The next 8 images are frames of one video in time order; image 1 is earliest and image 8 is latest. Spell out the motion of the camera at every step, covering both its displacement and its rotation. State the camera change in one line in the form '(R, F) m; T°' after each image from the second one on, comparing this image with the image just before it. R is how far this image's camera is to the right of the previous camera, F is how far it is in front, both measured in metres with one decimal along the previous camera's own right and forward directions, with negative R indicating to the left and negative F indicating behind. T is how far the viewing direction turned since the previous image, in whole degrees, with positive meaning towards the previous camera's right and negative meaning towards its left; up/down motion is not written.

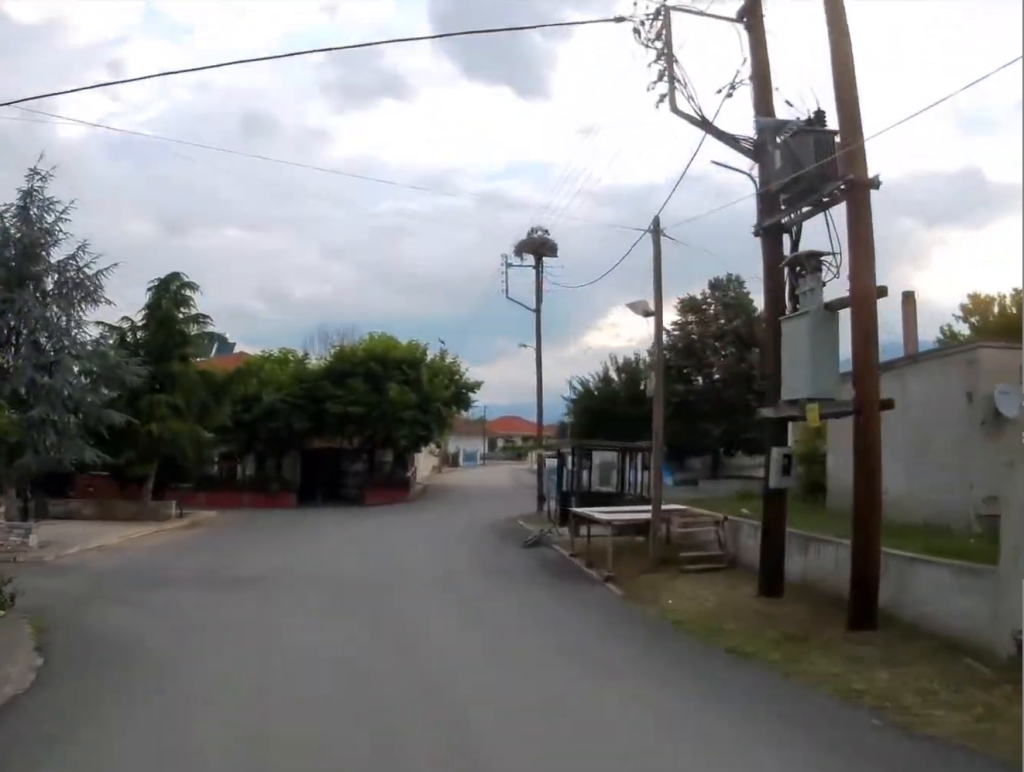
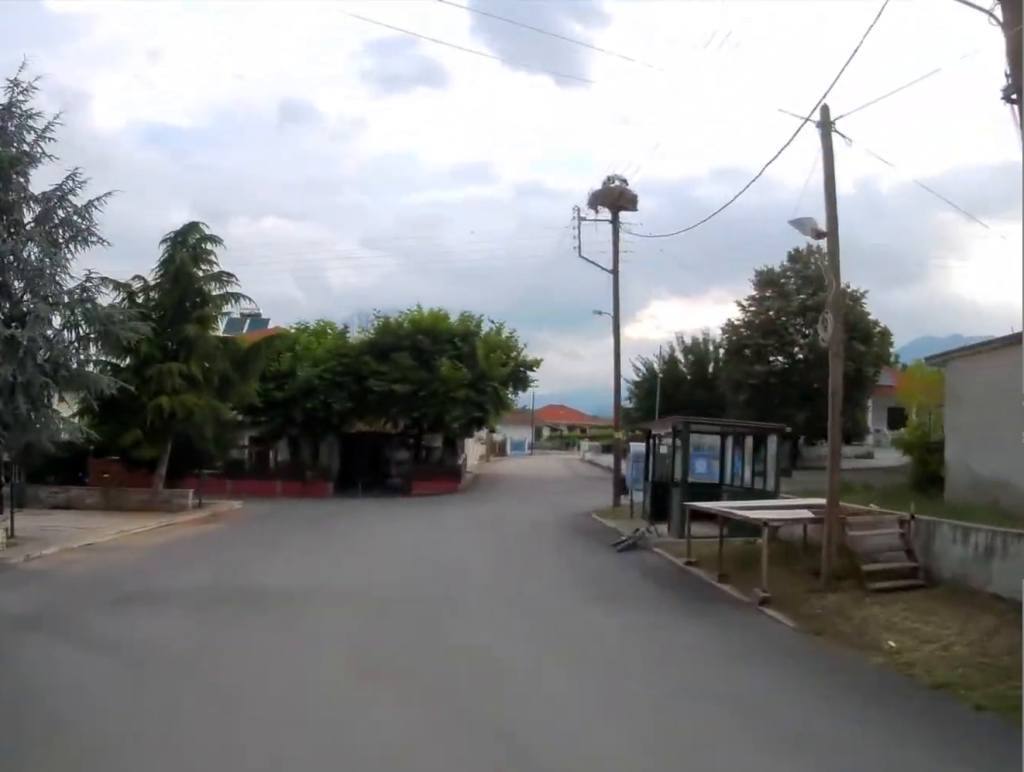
(+0.1, +4.7) m; -3°
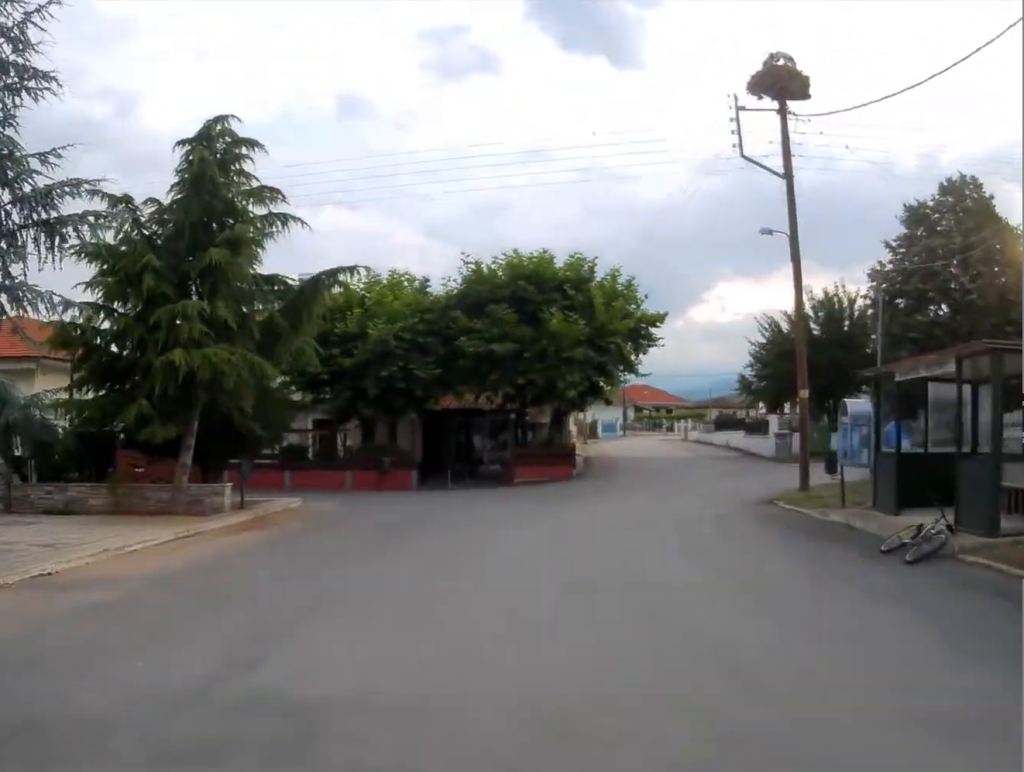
(-0.6, +7.6) m; -5°
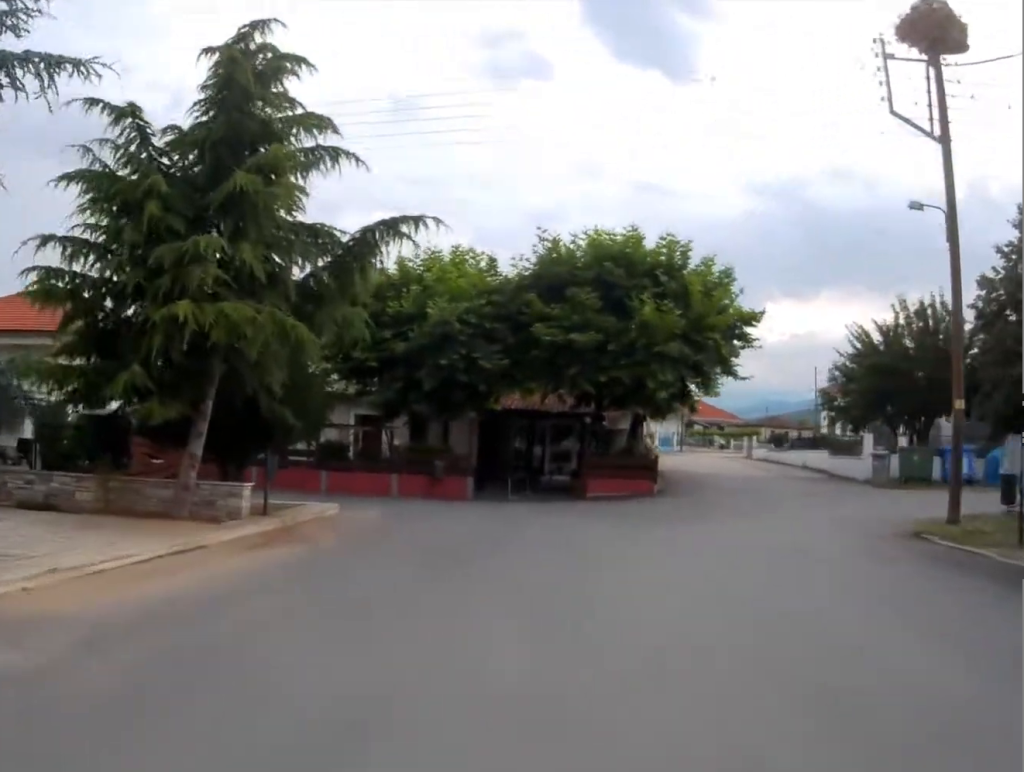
(-0.1, +4.5) m; 0°
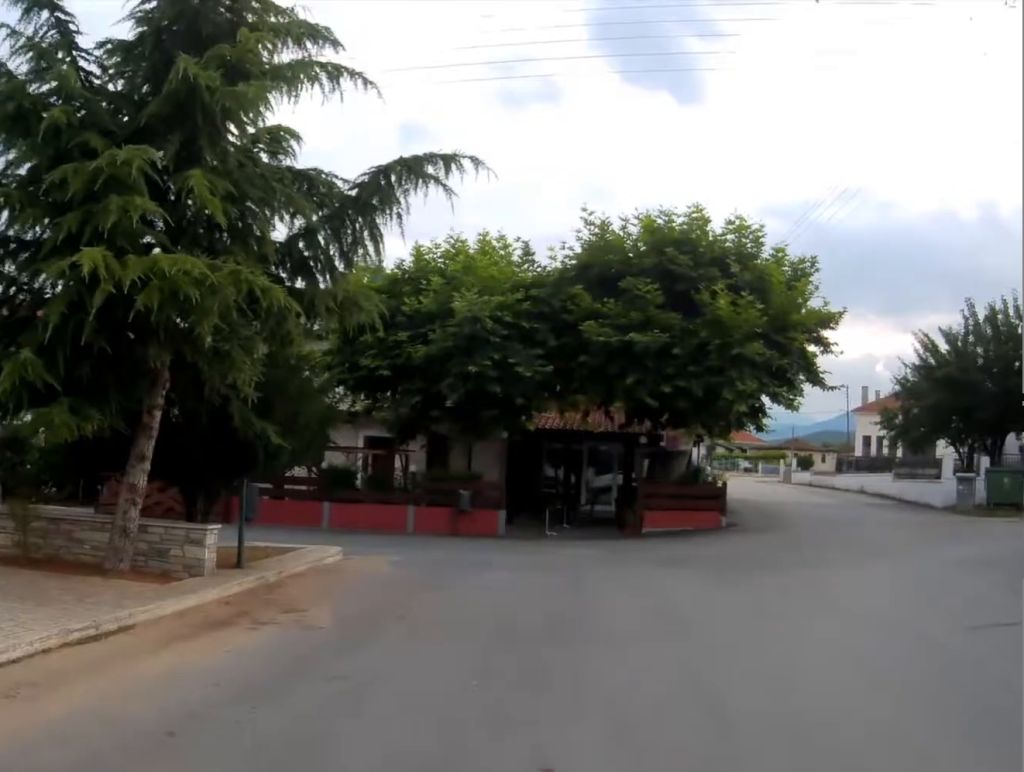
(+0.1, +4.6) m; +1°
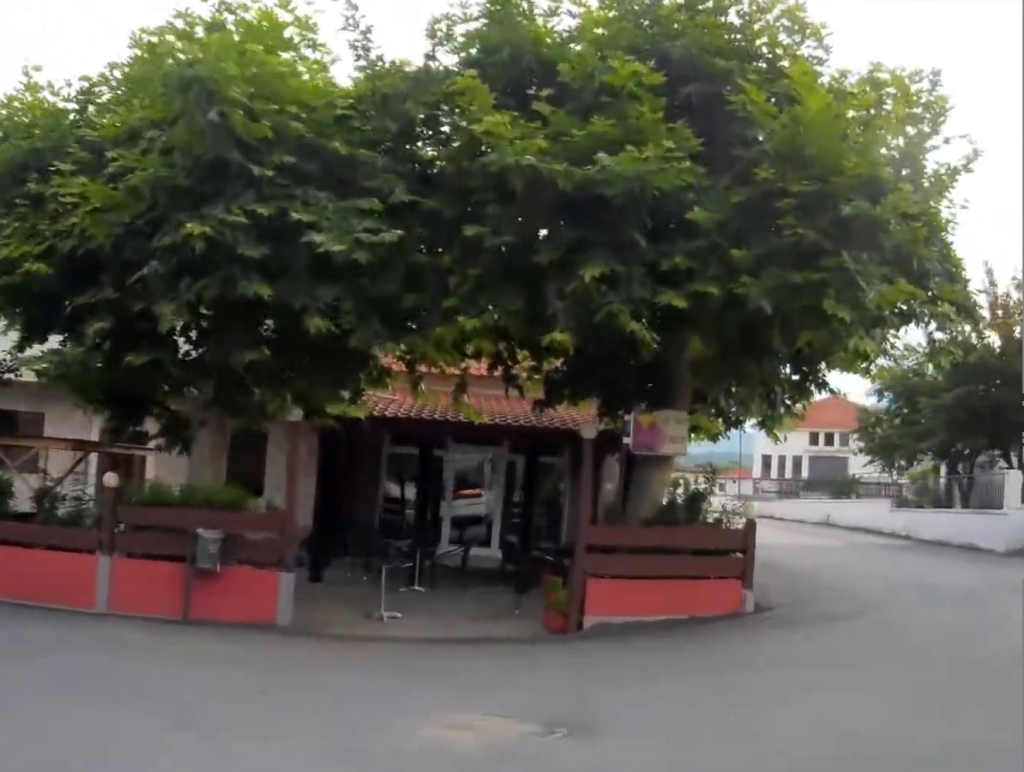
(+0.4, +12.0) m; +8°
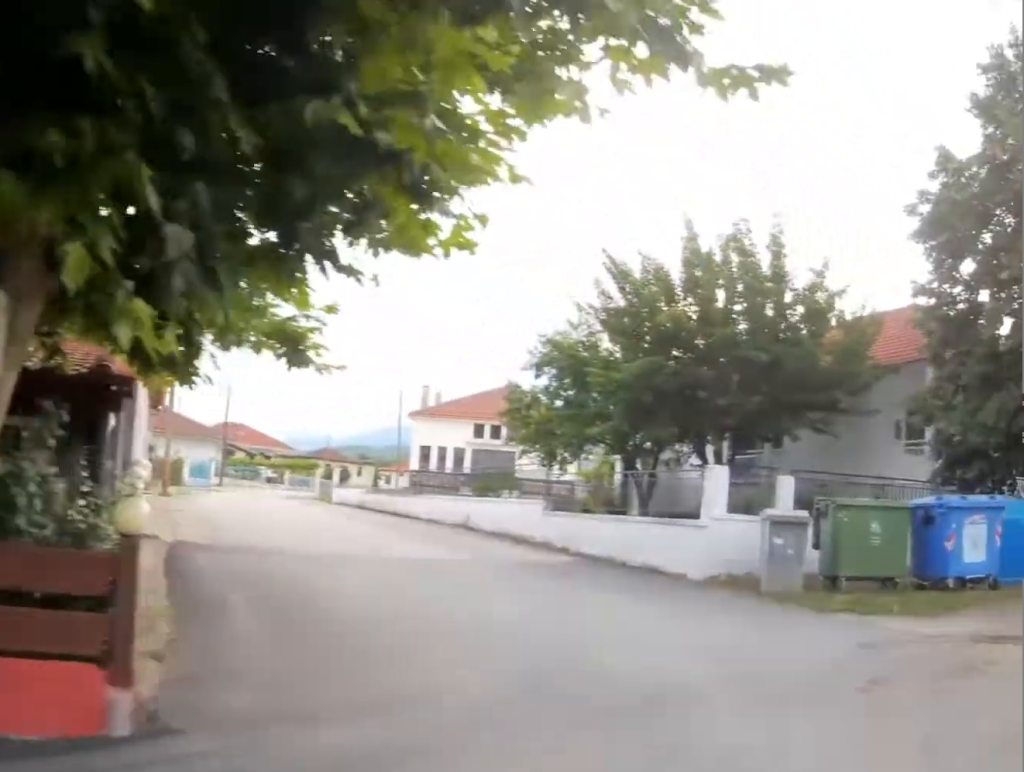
(+0.9, +5.9) m; +26°
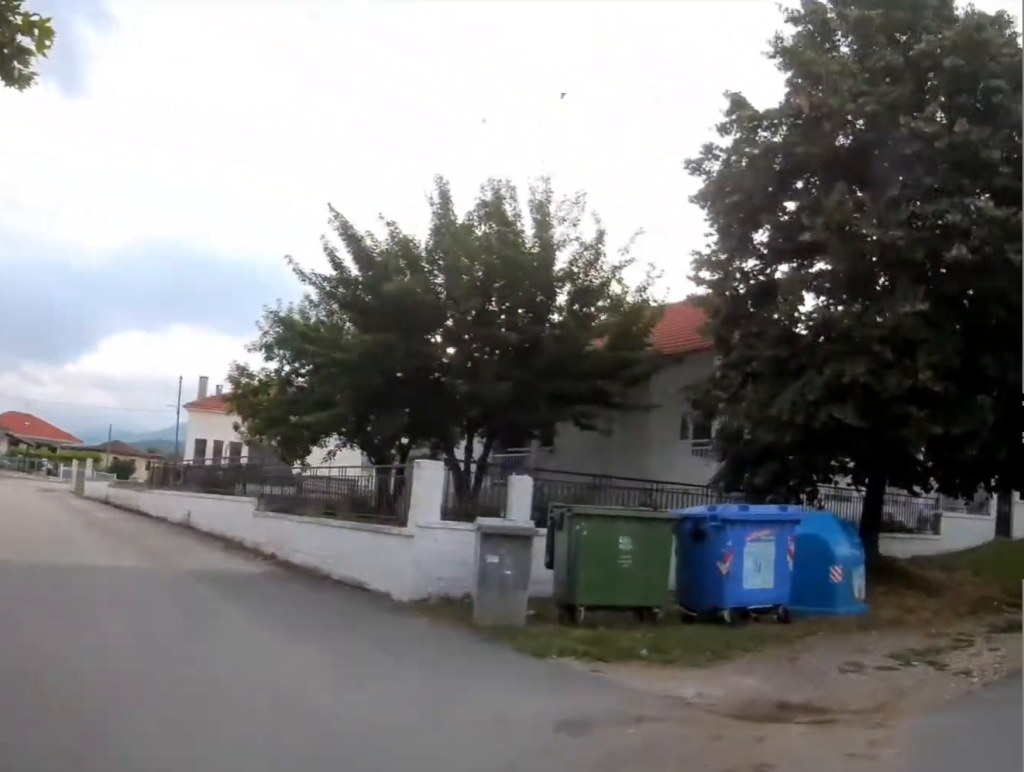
(+0.5, +3.0) m; +20°
